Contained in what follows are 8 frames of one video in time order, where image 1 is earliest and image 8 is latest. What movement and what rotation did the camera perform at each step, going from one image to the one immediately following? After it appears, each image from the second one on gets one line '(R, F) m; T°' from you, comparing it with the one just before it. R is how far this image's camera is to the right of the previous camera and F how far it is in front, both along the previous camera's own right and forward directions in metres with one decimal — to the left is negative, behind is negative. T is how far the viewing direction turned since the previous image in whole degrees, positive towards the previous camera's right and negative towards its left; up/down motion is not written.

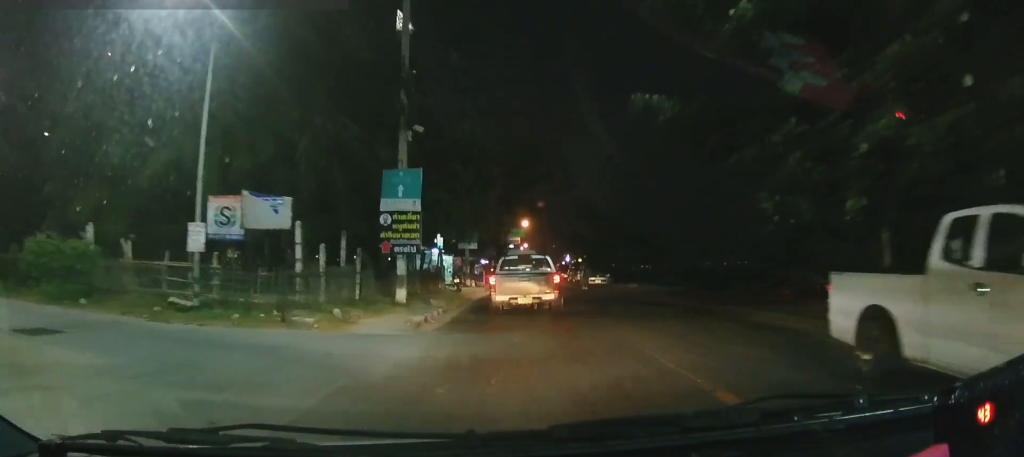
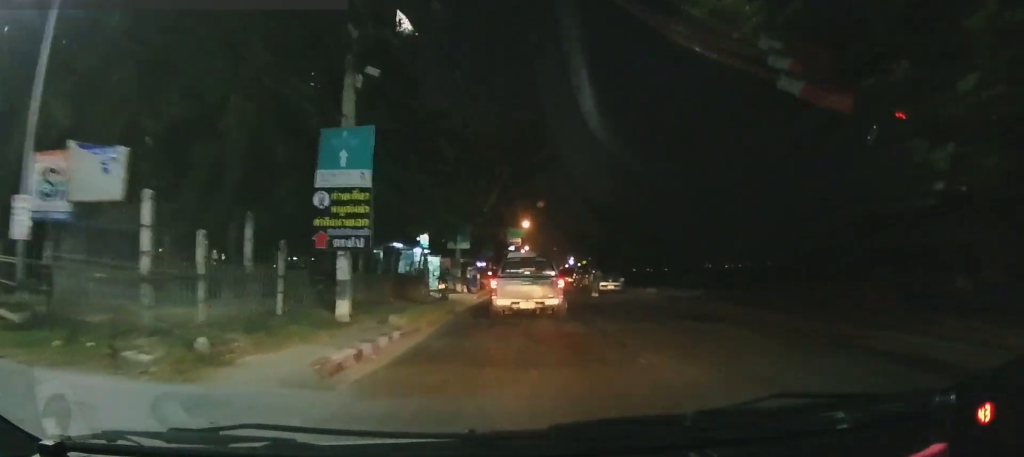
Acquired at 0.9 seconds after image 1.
(0.0, +5.2) m; -1°
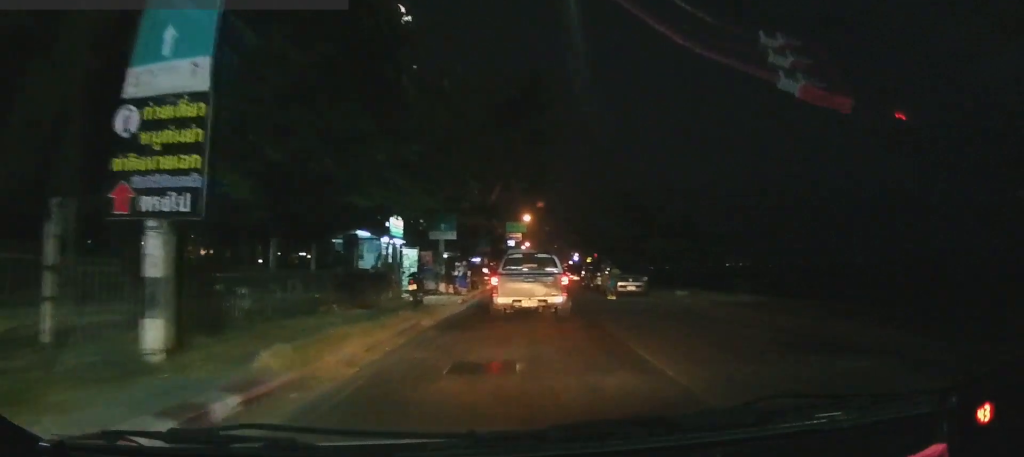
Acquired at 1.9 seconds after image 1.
(-0.2, +6.1) m; -2°
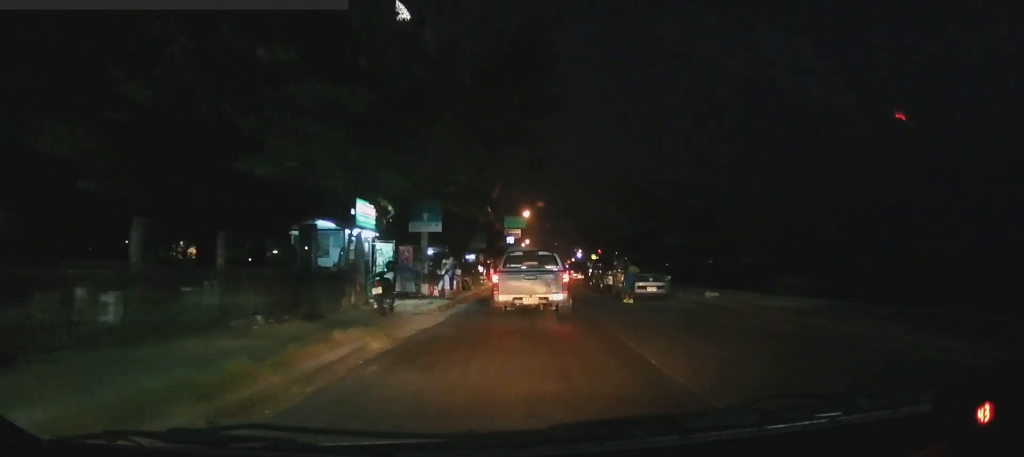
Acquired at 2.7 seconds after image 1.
(0.0, +4.6) m; 0°
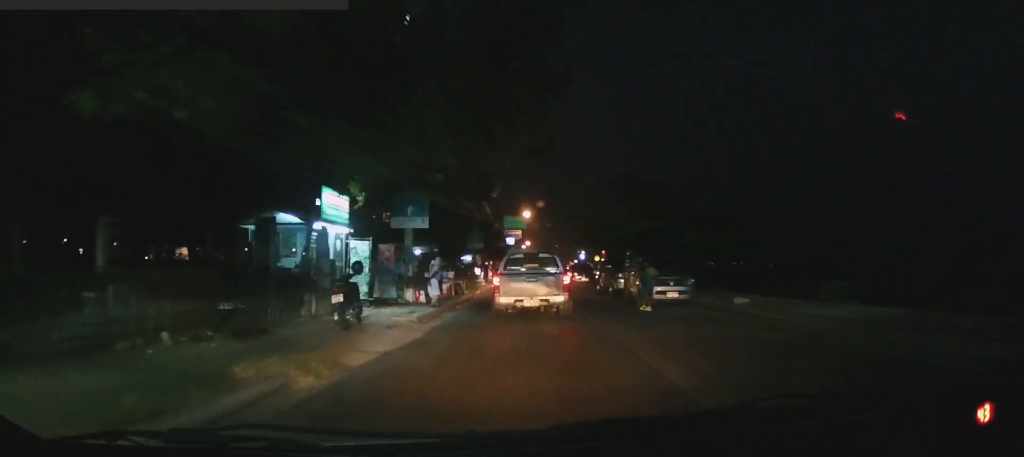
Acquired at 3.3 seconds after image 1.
(0.0, +3.4) m; -1°
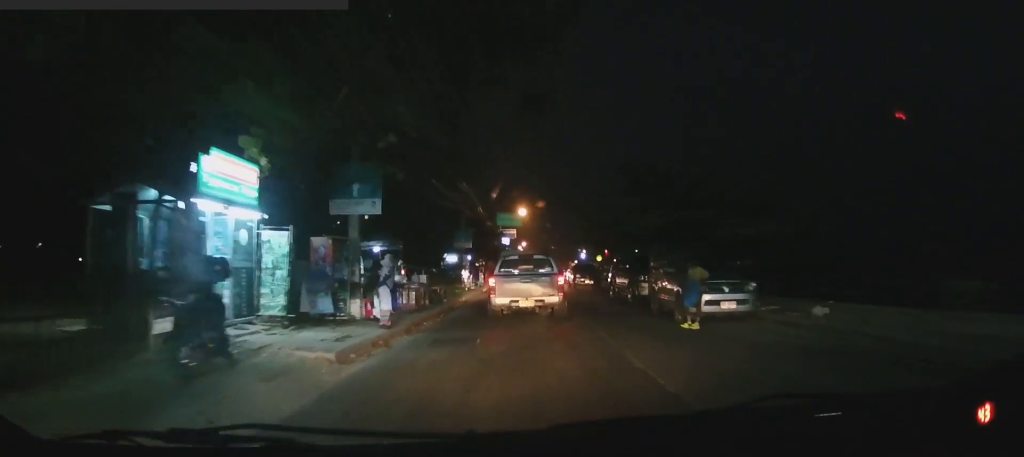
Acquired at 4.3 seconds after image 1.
(-0.1, +6.2) m; -1°
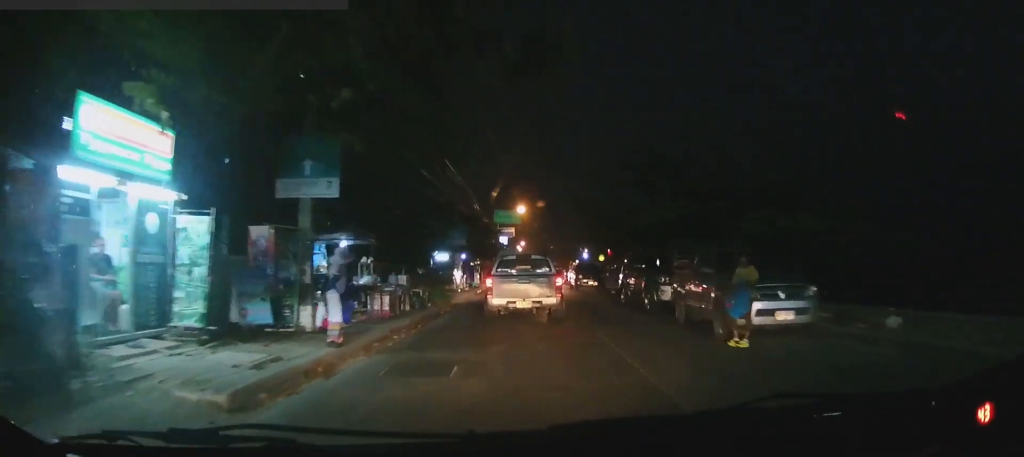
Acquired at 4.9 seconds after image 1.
(0.0, +3.2) m; +1°
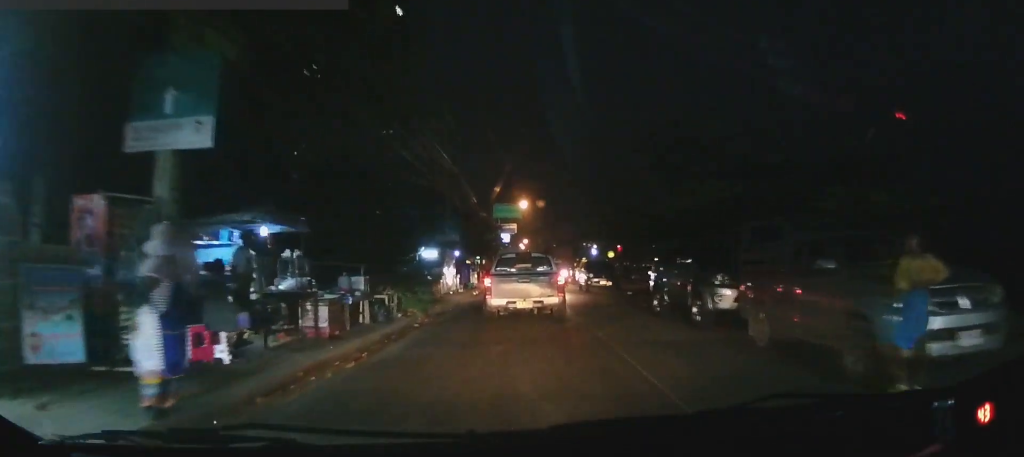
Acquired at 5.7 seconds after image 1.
(+0.1, +4.6) m; +1°
